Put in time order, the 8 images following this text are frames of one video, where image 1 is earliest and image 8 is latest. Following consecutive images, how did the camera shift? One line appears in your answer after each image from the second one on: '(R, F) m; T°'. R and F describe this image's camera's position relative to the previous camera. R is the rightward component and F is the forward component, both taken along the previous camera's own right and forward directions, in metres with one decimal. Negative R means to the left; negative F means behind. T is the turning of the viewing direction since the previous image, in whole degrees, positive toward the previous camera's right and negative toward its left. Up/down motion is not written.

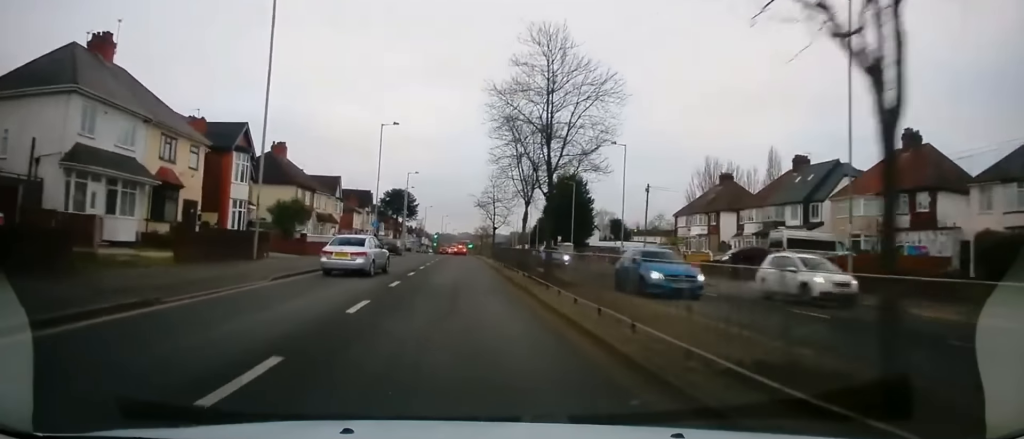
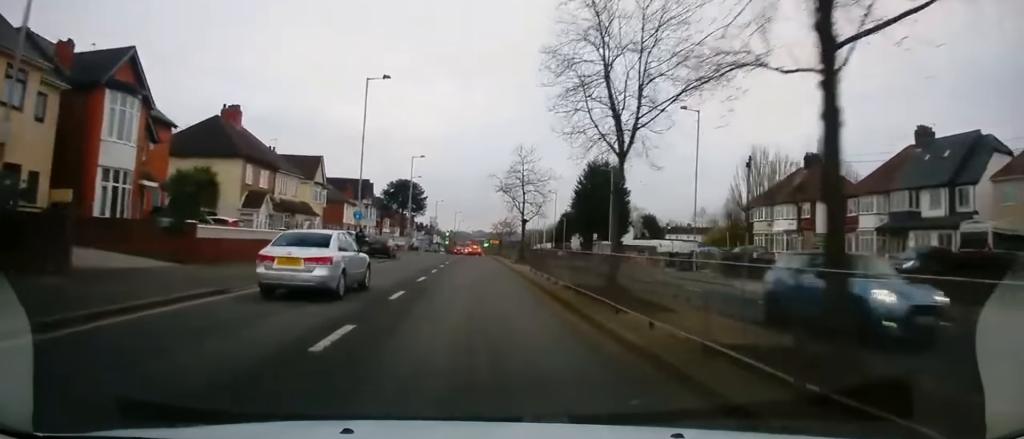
(+0.1, +16.0) m; 0°
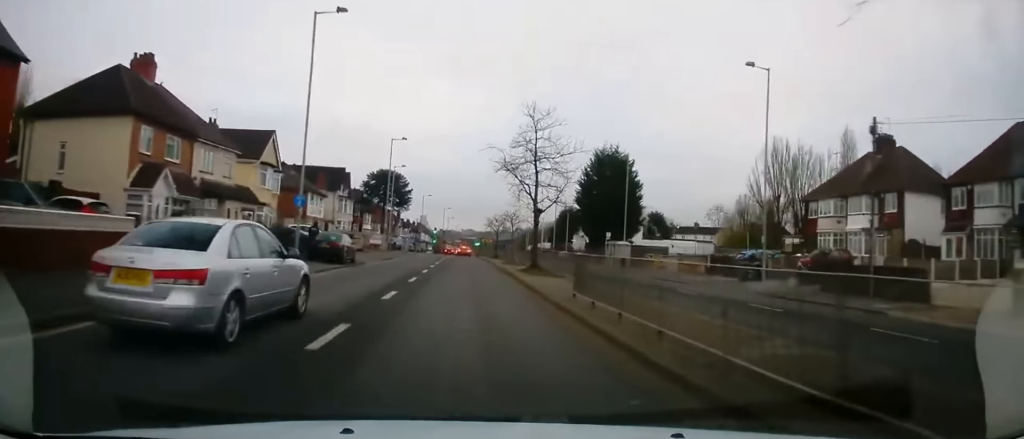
(0.0, +12.3) m; 0°
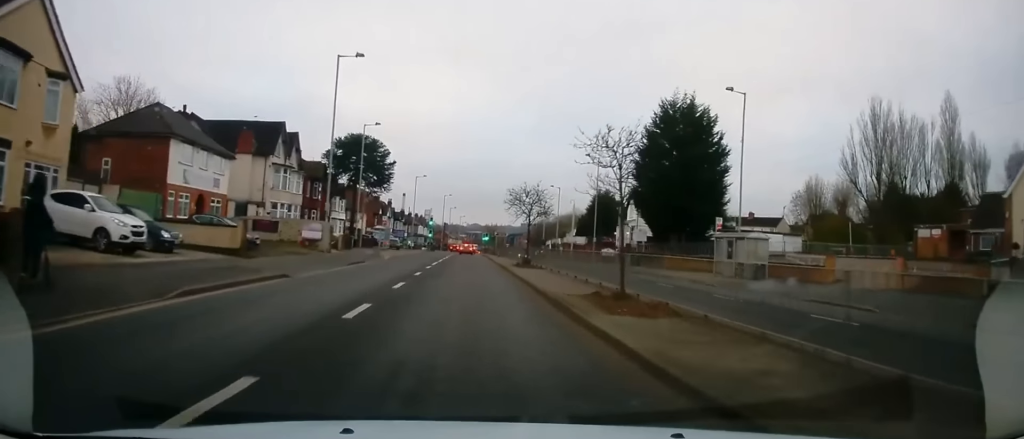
(-0.3, +28.2) m; -1°
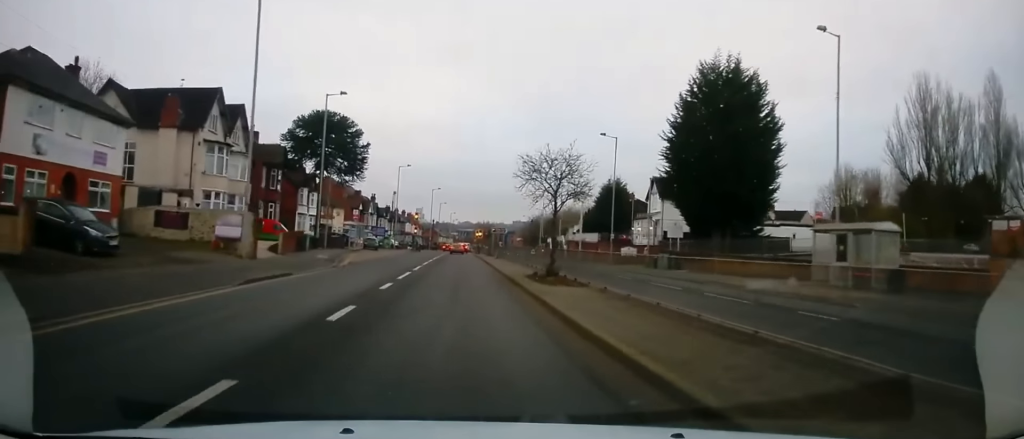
(0.0, +12.9) m; -1°
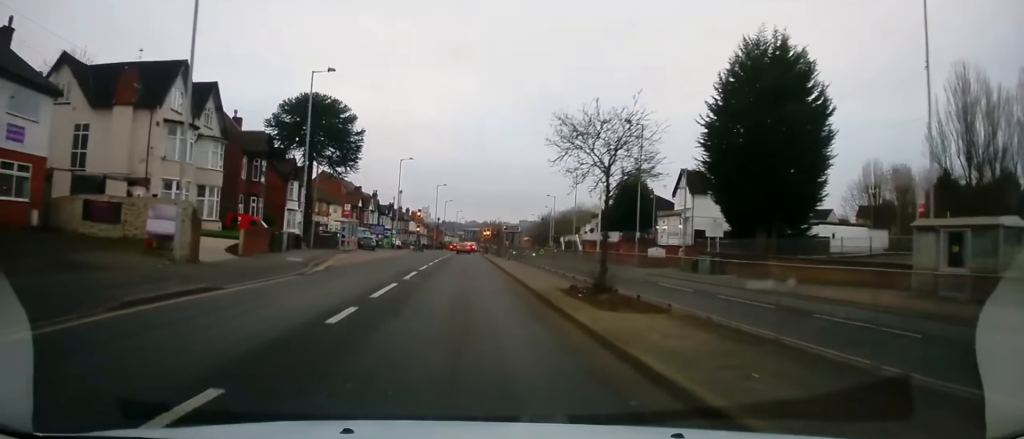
(+0.1, +6.7) m; -1°
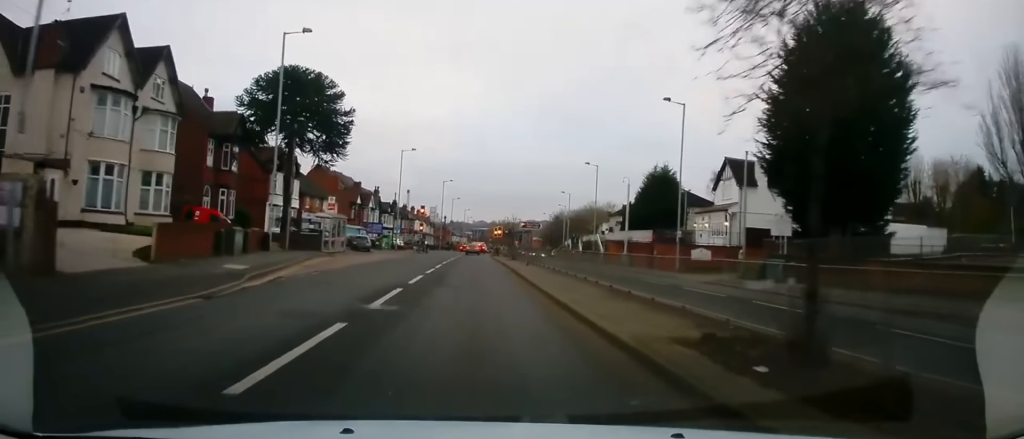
(-0.2, +8.3) m; -1°
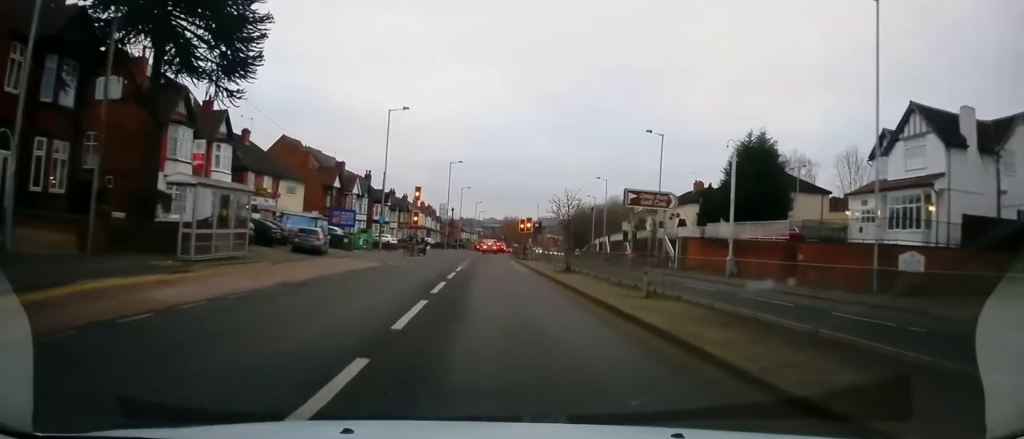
(-0.3, +21.4) m; +2°
